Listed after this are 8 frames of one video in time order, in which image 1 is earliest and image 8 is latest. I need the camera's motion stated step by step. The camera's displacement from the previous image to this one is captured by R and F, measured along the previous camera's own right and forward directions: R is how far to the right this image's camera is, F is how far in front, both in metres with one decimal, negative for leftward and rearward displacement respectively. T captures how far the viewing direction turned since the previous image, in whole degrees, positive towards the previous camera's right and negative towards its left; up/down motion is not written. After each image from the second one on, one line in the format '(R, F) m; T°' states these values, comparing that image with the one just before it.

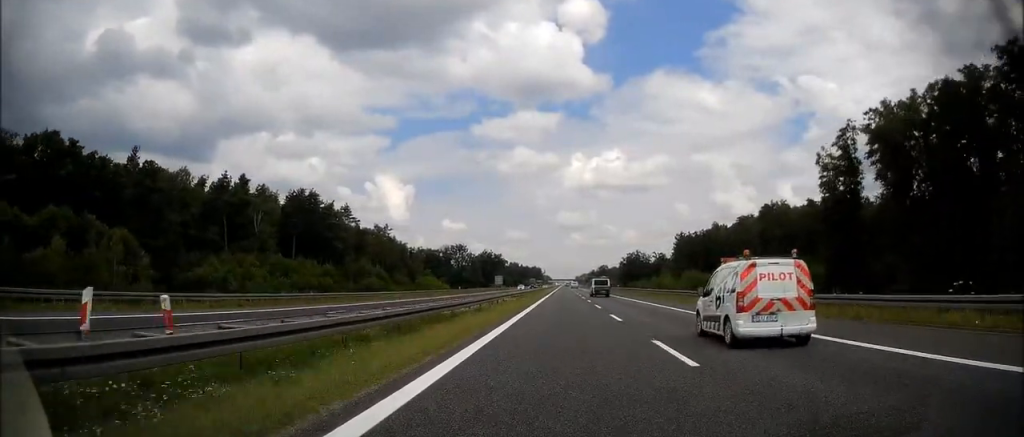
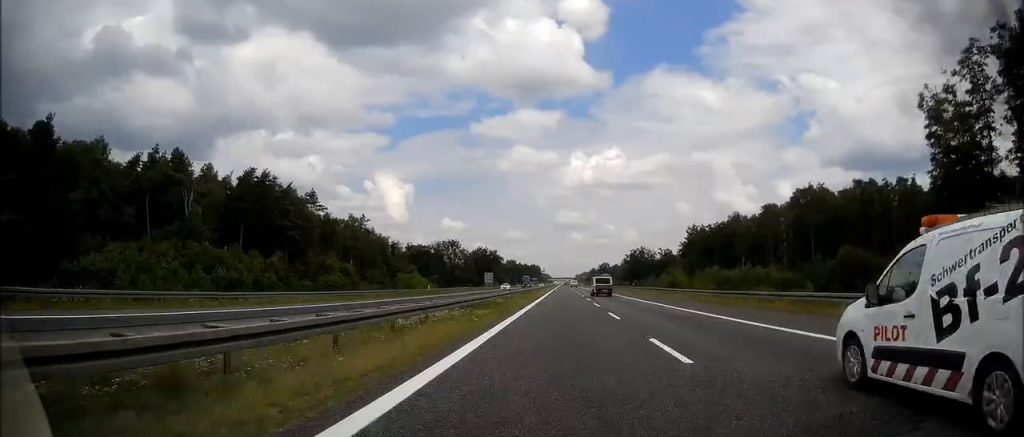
(0.0, +24.3) m; 0°
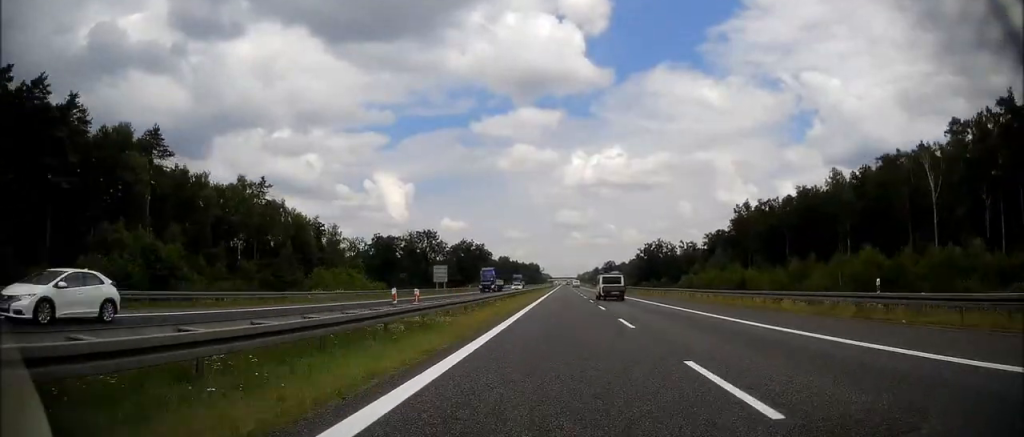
(0.0, +64.5) m; 0°
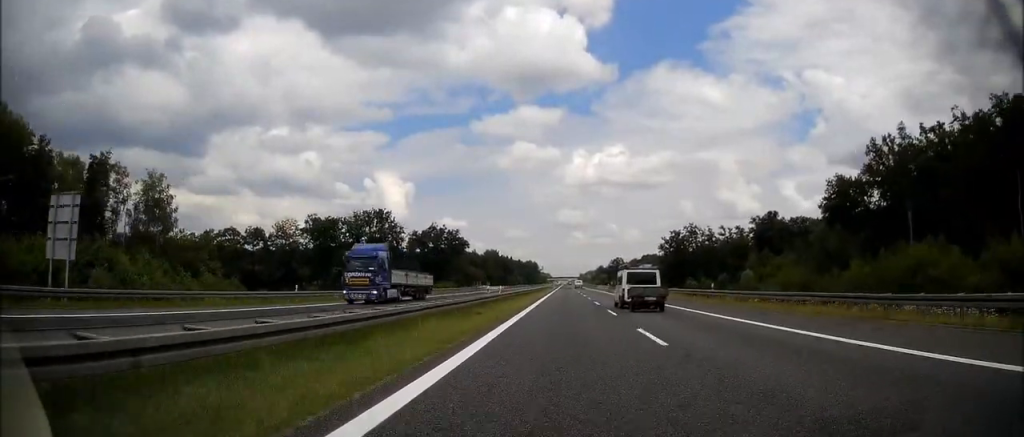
(-0.2, +76.5) m; 0°
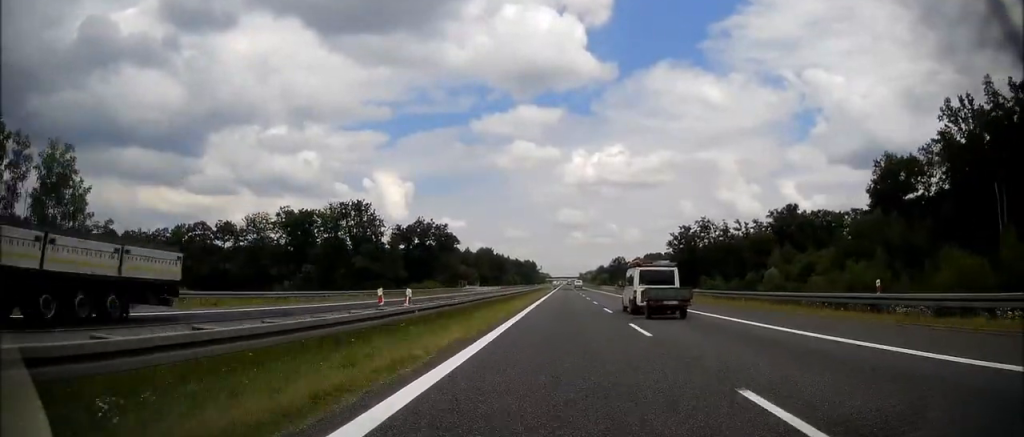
(0.0, +21.8) m; 0°
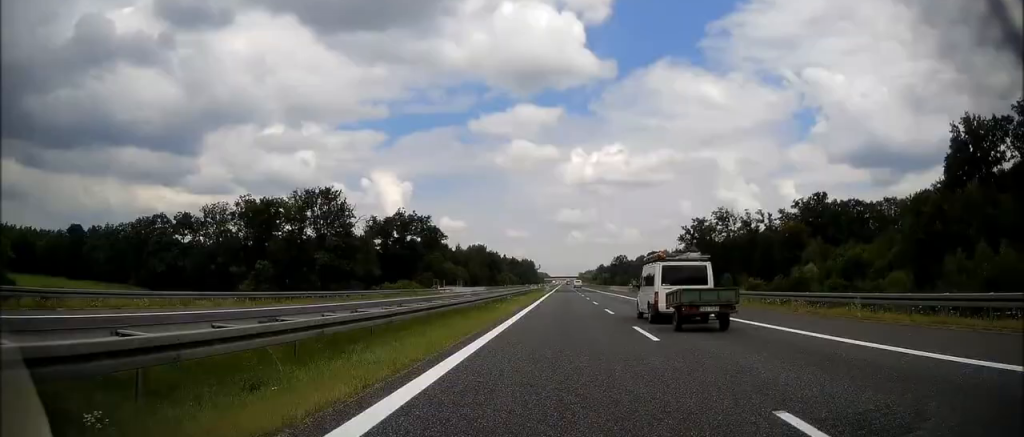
(0.0, +25.5) m; 0°
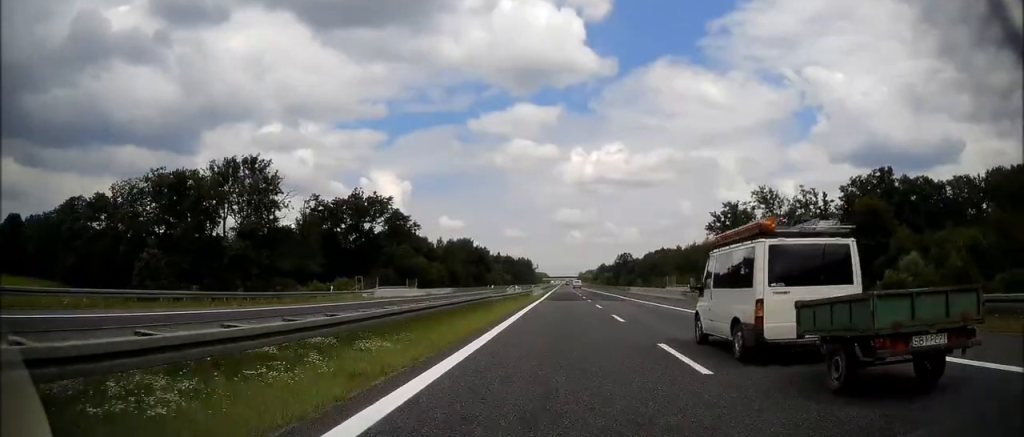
(0.0, +41.5) m; 0°
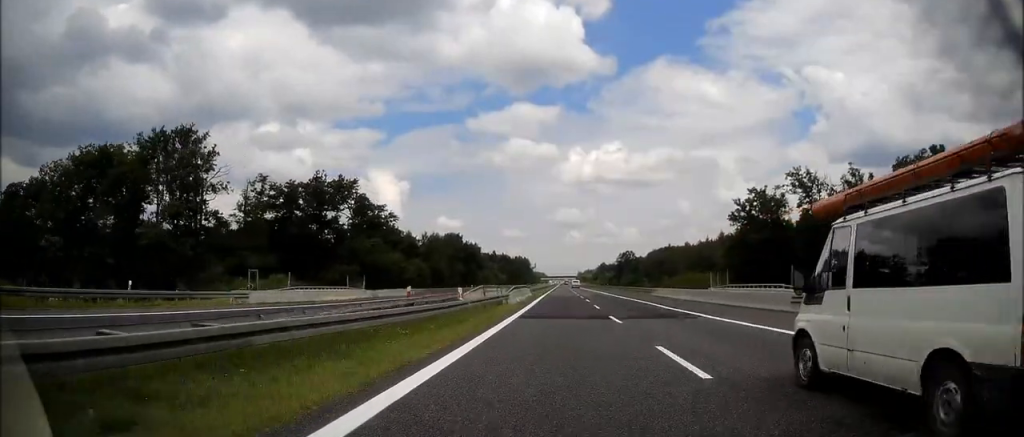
(0.0, +24.5) m; 0°
